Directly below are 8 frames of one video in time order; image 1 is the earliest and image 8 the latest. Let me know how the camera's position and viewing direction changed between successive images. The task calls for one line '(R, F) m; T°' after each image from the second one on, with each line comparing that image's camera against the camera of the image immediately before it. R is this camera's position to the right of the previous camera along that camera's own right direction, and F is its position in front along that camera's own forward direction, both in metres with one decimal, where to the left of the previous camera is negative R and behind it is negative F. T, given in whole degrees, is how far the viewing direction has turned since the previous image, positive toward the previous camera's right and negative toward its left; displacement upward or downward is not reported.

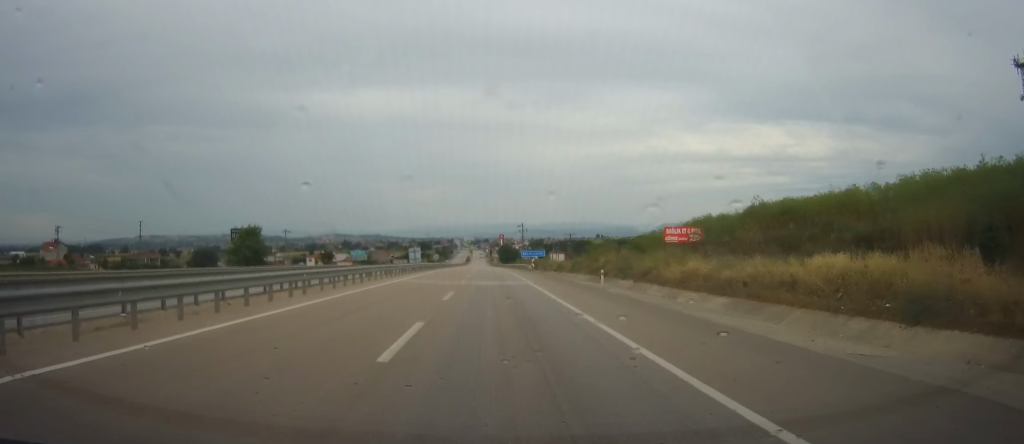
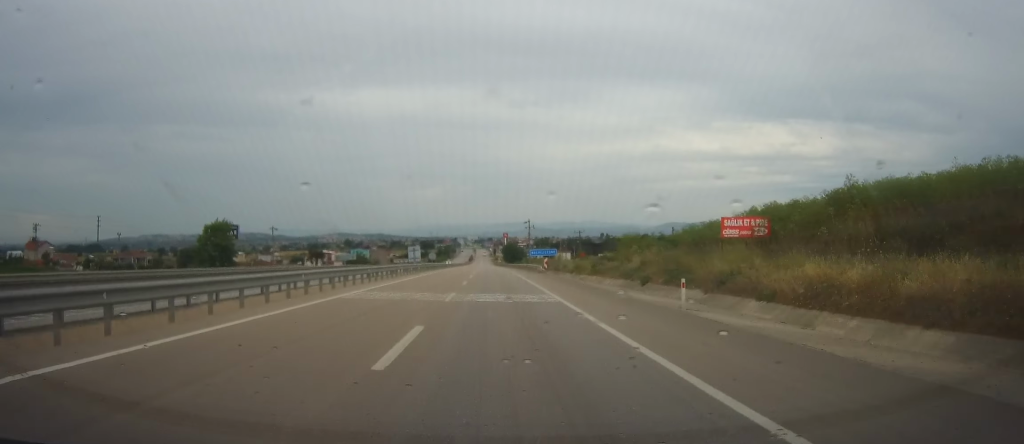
(0.0, +12.6) m; 0°
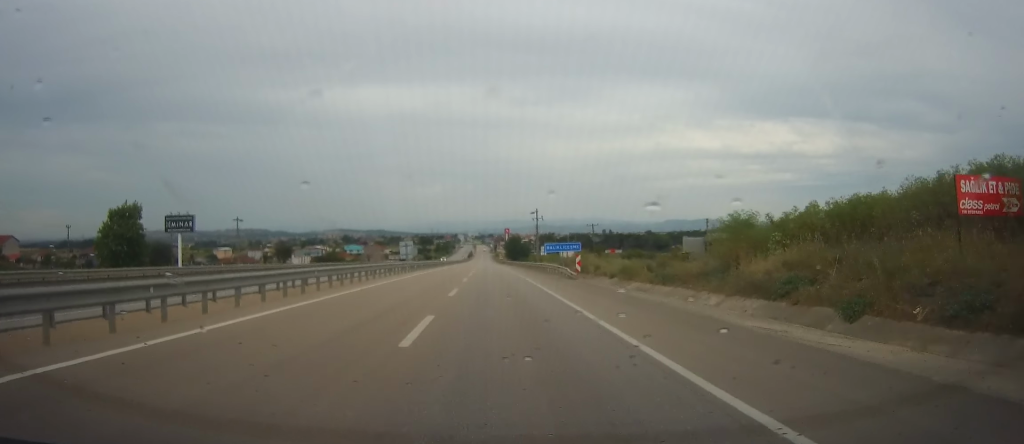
(0.0, +22.4) m; 0°
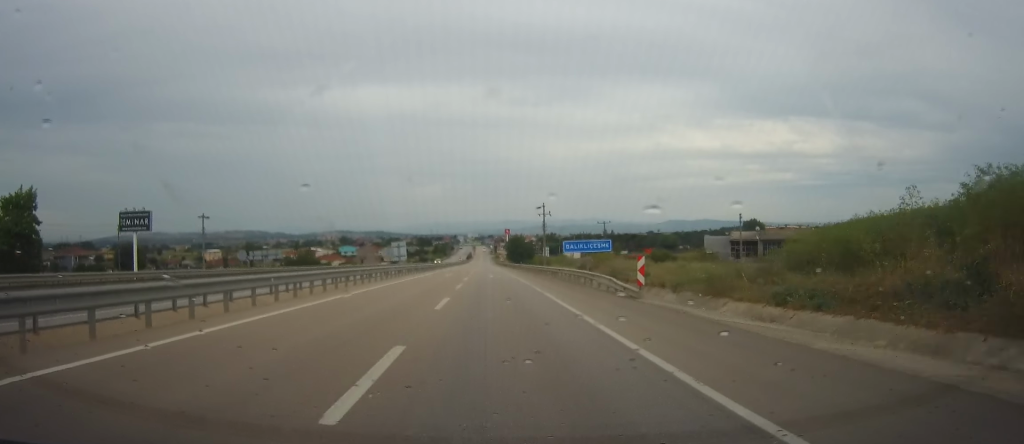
(0.0, +16.6) m; 0°
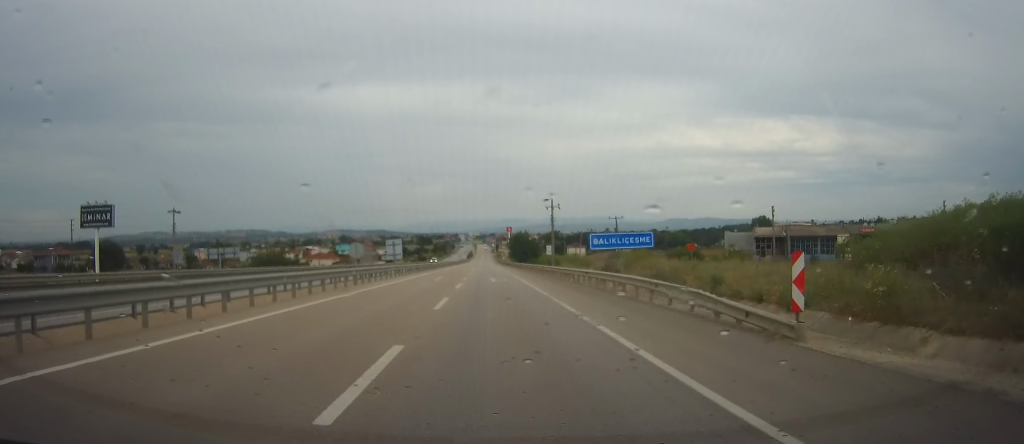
(0.0, +12.2) m; 0°
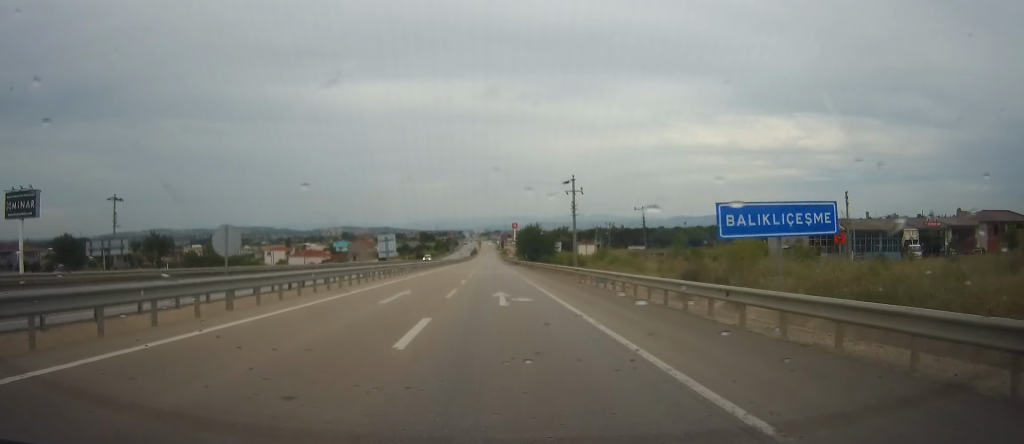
(-0.1, +20.2) m; 0°
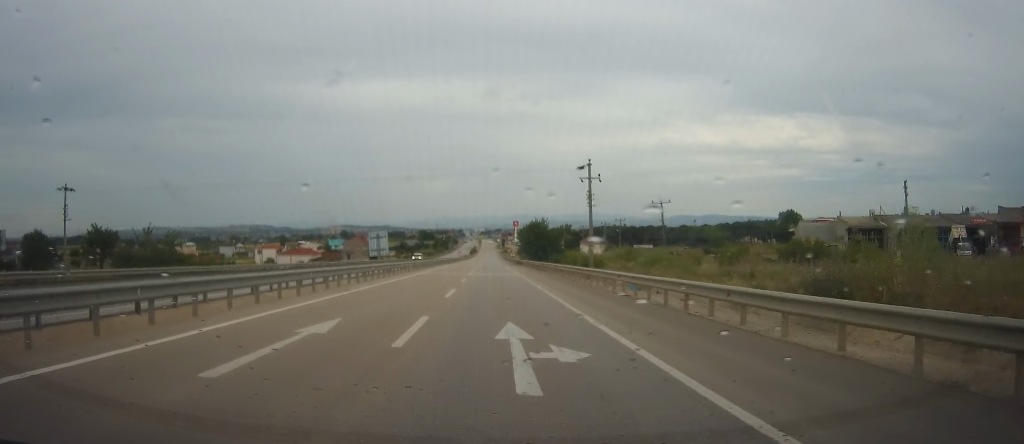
(-0.1, +11.8) m; 0°
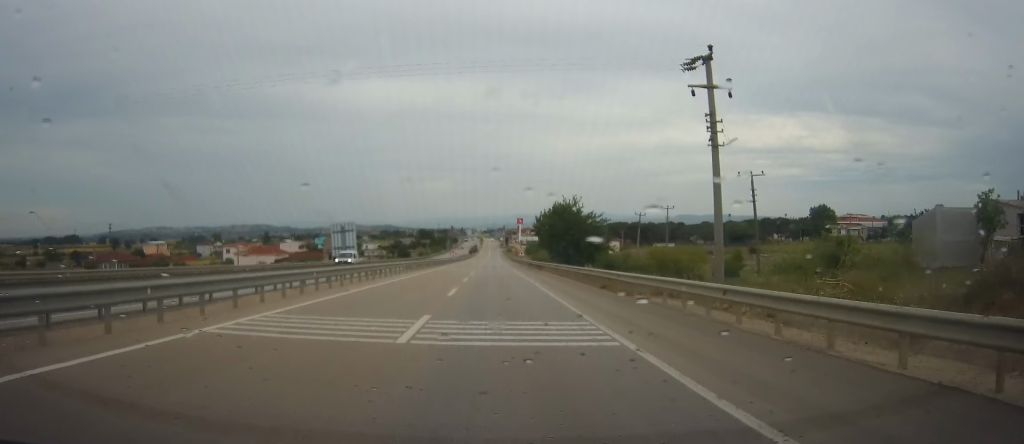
(+0.3, +34.7) m; 0°
